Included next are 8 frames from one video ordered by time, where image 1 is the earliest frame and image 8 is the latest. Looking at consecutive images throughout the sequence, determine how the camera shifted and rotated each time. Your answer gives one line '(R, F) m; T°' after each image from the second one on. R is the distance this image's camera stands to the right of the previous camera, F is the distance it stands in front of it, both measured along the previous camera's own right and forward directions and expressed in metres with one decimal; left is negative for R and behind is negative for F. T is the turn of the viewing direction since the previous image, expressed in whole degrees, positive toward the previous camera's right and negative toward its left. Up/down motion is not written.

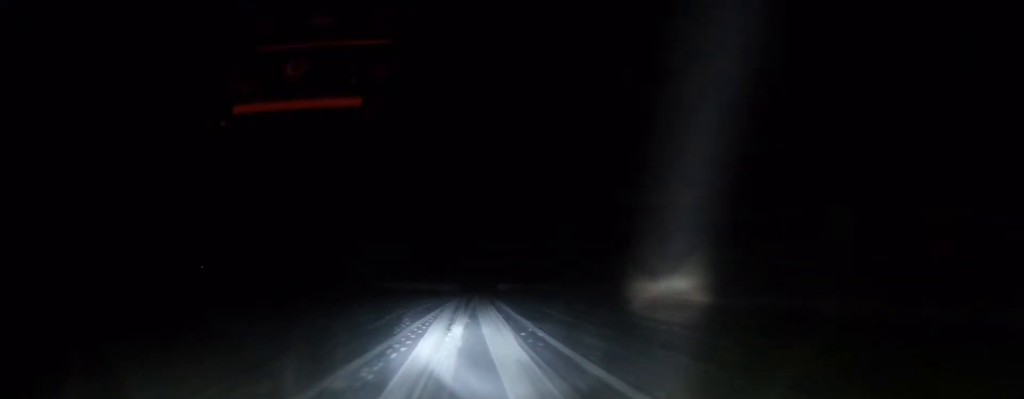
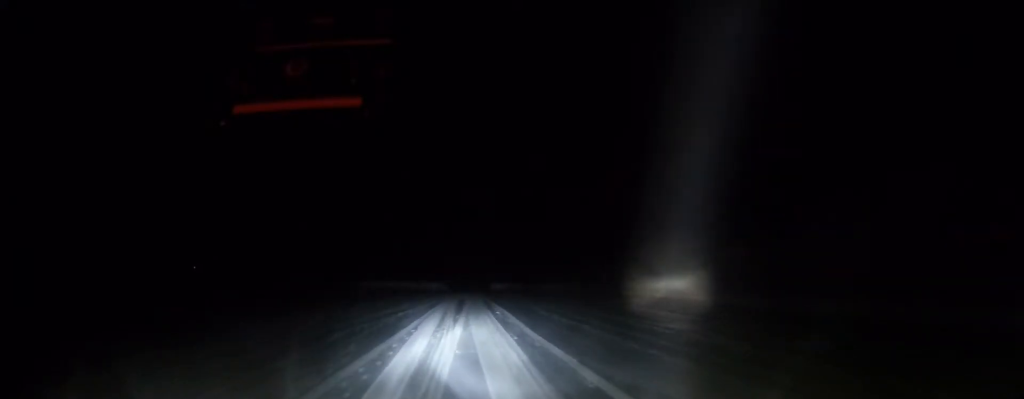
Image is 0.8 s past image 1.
(0.0, +8.6) m; 0°
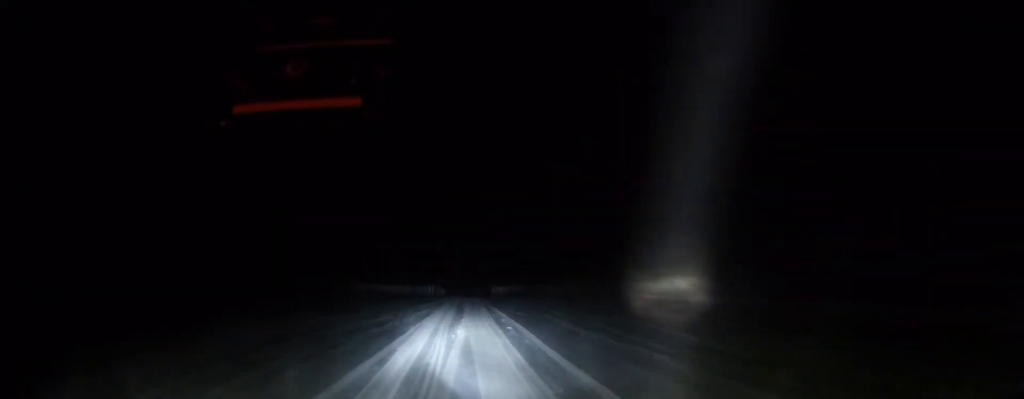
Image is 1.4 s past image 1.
(0.0, +6.1) m; 0°
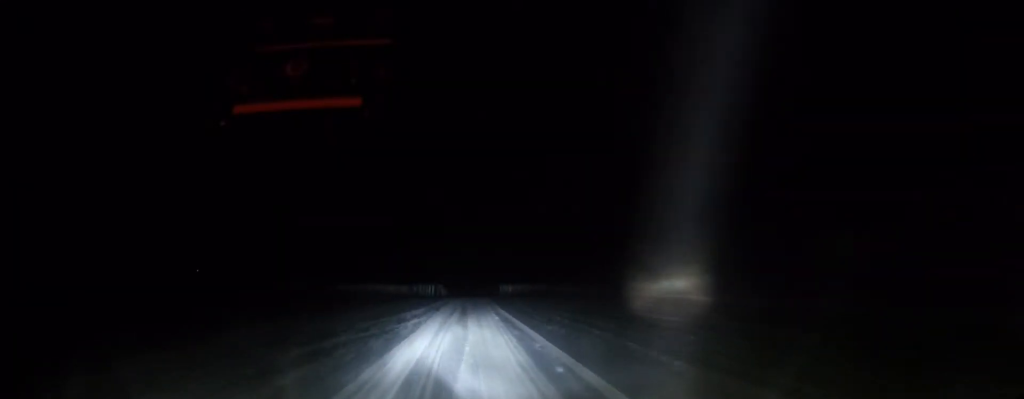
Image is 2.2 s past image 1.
(0.0, +8.1) m; 0°
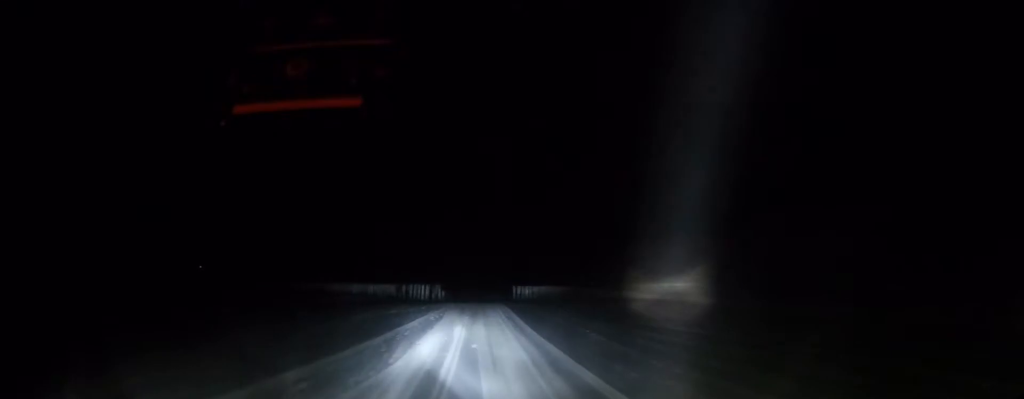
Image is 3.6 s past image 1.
(0.0, +14.3) m; -1°
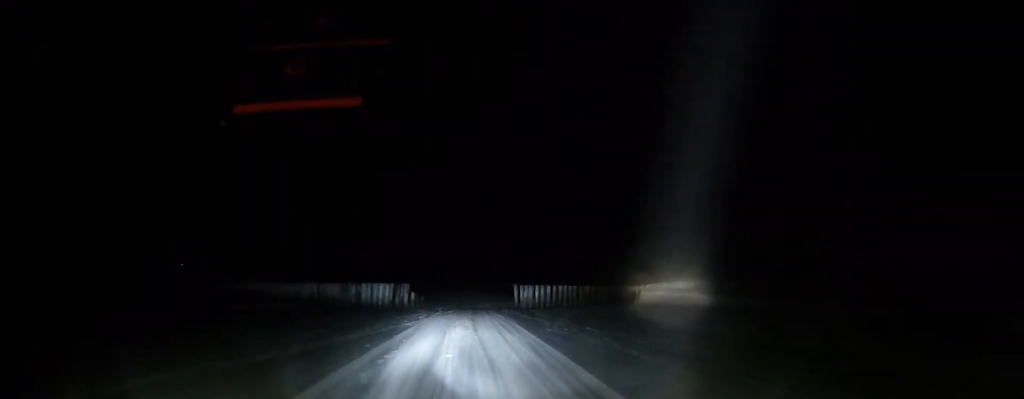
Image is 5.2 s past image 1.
(-0.5, +16.0) m; -1°
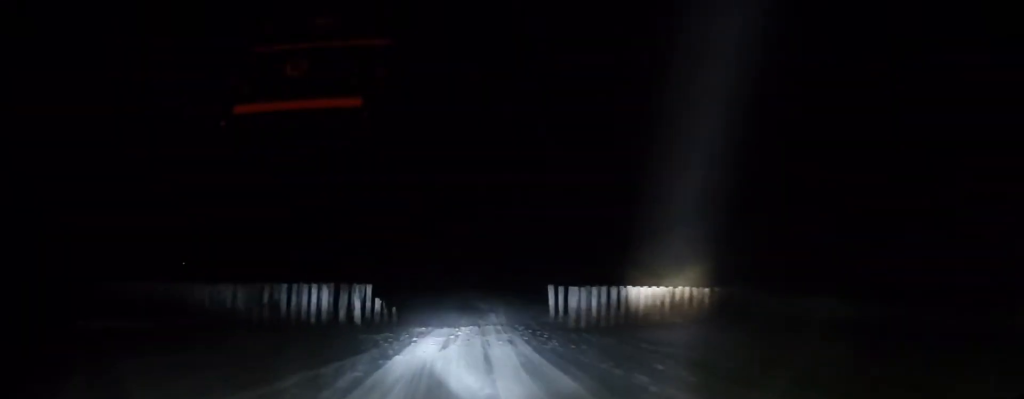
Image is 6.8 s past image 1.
(+0.7, +14.2) m; +3°
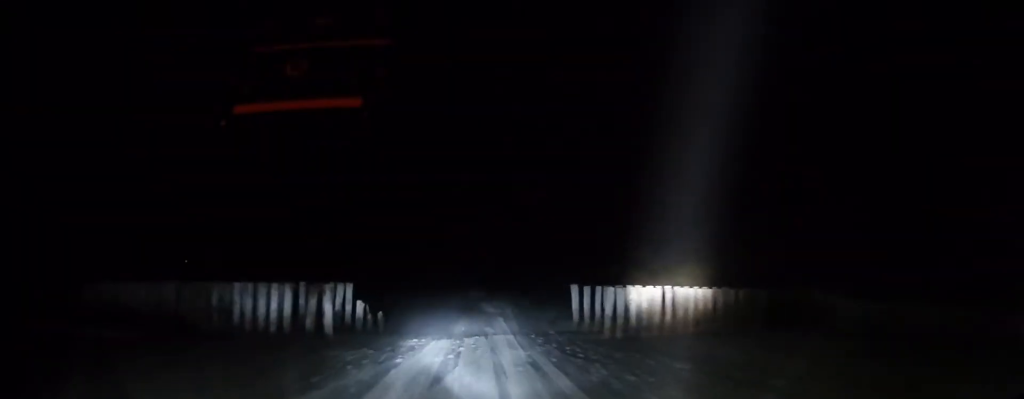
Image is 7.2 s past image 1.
(0.0, +4.4) m; 0°
